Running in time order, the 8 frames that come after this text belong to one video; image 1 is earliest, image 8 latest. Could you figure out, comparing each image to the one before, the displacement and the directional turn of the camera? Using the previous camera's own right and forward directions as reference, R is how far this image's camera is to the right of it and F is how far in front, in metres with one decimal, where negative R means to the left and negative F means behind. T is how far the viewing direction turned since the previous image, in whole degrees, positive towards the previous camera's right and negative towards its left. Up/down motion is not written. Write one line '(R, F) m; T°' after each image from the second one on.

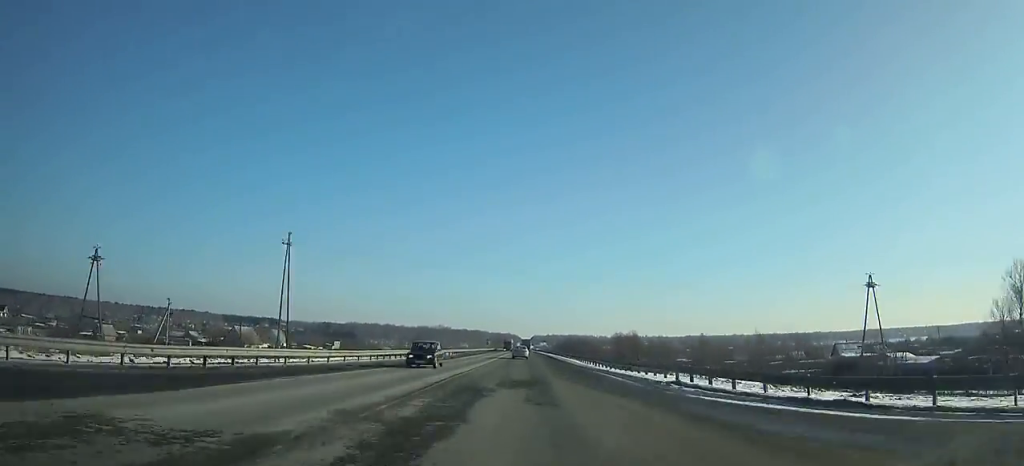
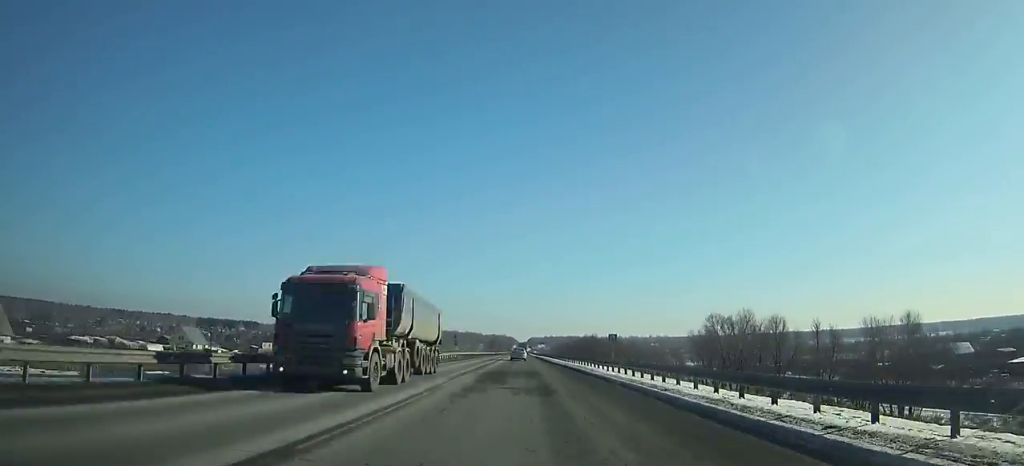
(-0.2, +76.0) m; 0°
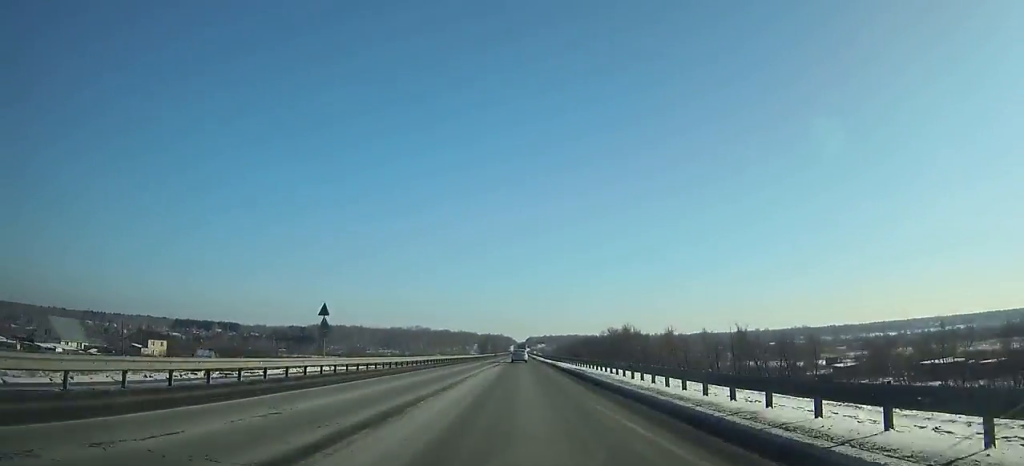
(-0.1, +67.4) m; 0°
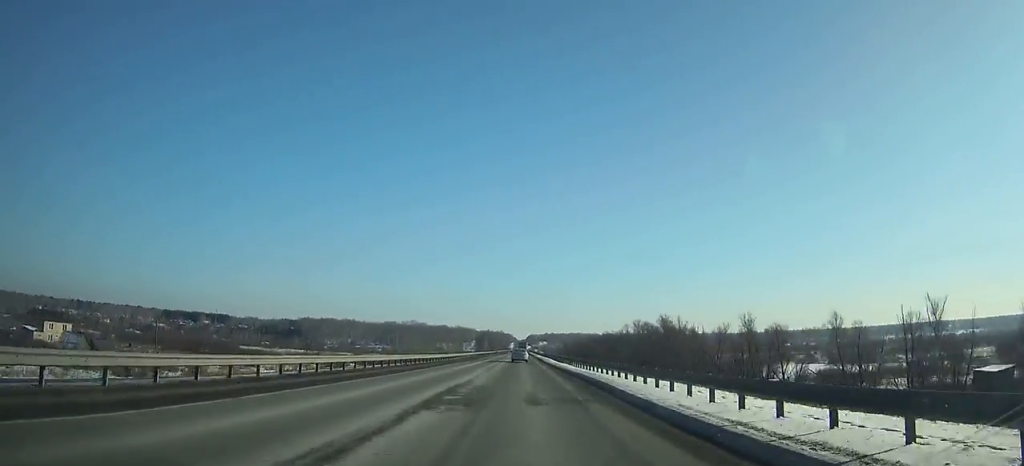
(+0.1, +38.1) m; 0°
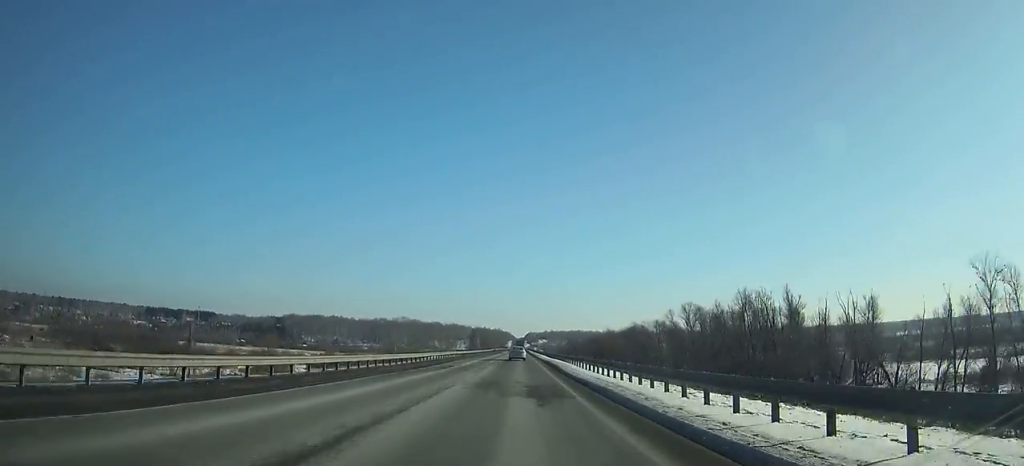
(0.0, +40.7) m; 0°
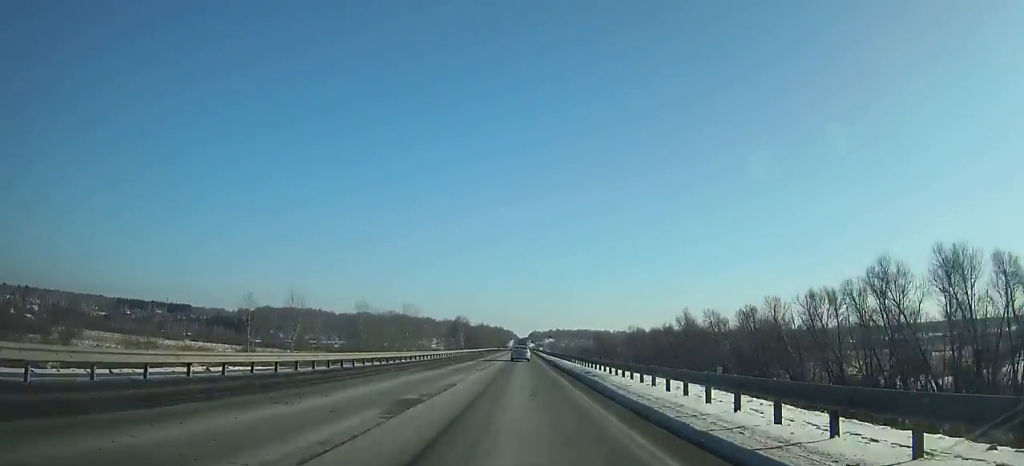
(0.0, +78.4) m; 0°
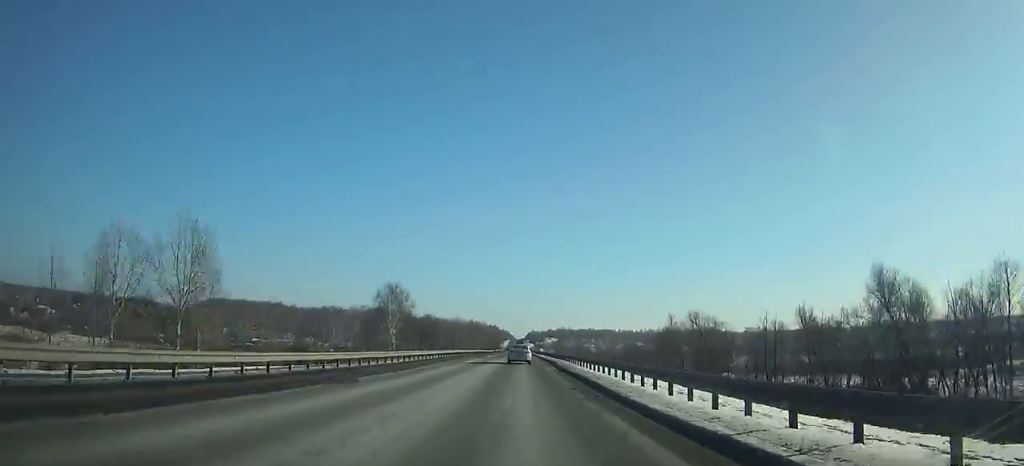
(+0.2, +87.7) m; 0°
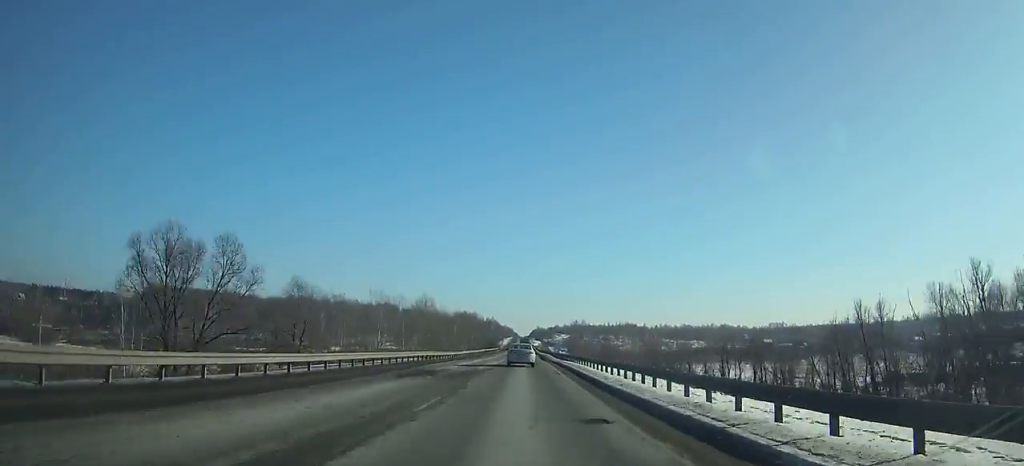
(0.0, +79.1) m; 0°
